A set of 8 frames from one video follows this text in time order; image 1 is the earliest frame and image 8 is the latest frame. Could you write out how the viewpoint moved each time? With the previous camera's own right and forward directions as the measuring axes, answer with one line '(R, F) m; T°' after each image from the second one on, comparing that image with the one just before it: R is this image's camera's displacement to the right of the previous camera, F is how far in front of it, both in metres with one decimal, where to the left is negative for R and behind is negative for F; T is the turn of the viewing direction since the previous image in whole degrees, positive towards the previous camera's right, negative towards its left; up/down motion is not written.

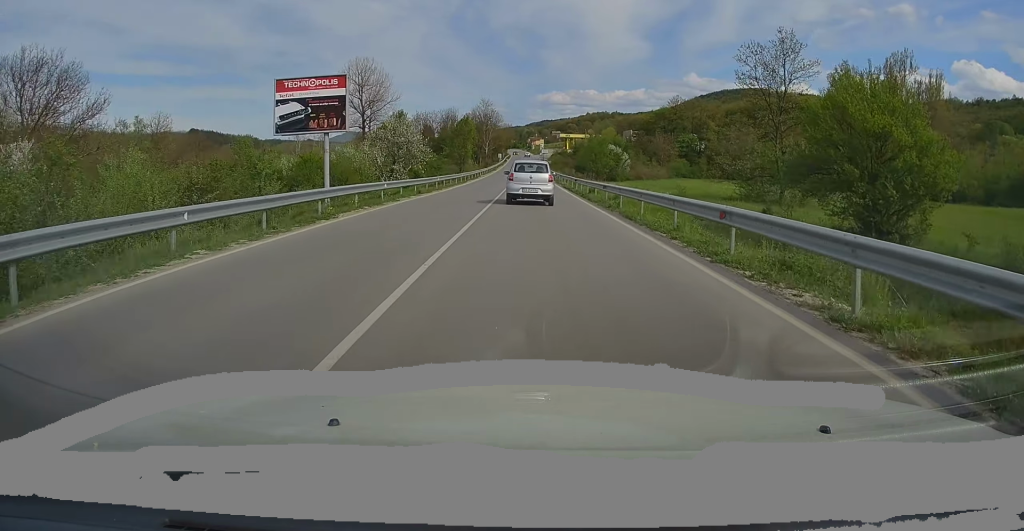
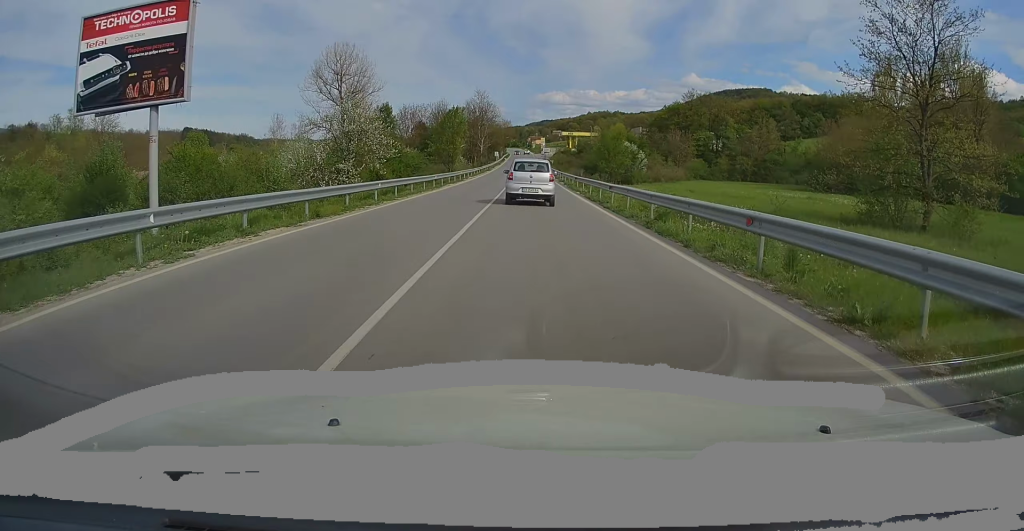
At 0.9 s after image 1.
(-0.2, +16.7) m; 0°
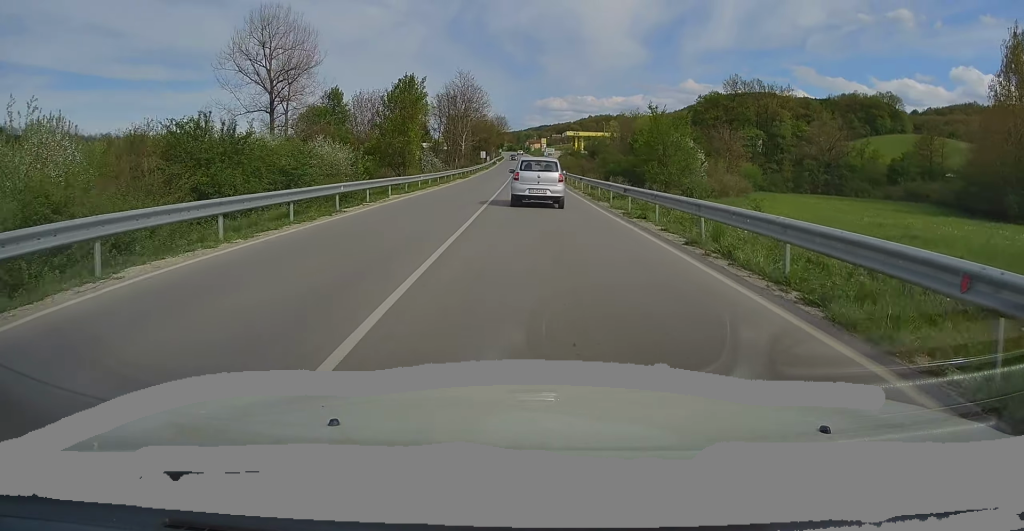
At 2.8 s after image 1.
(+0.2, +35.7) m; 0°
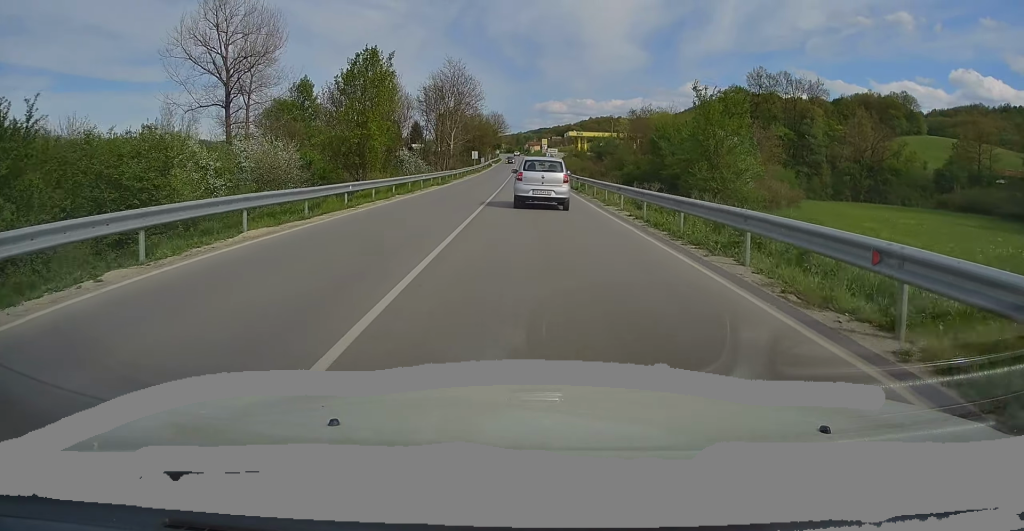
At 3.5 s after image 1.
(-0.1, +13.8) m; 0°
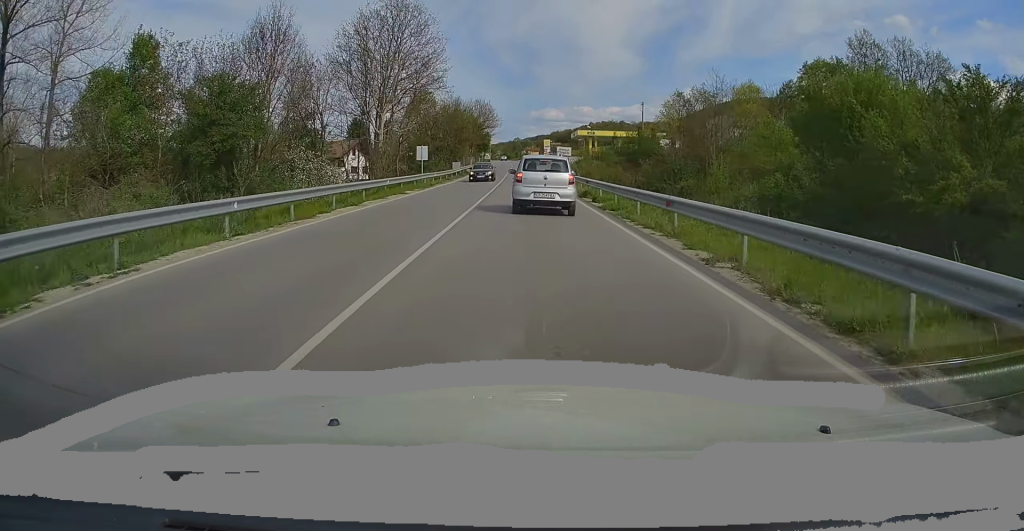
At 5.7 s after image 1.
(+0.3, +34.8) m; +1°
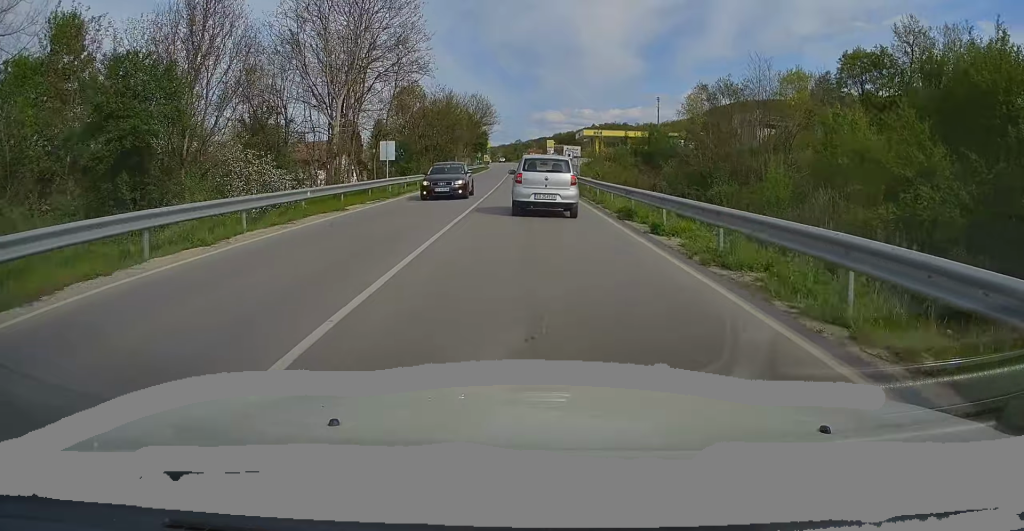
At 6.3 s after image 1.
(0.0, +8.7) m; 0°
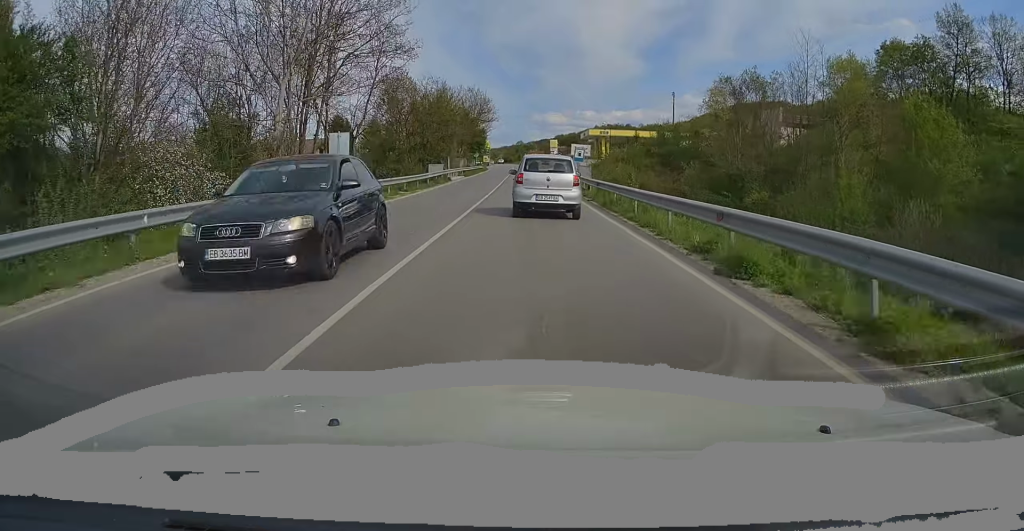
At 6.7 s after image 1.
(0.0, +6.7) m; 0°
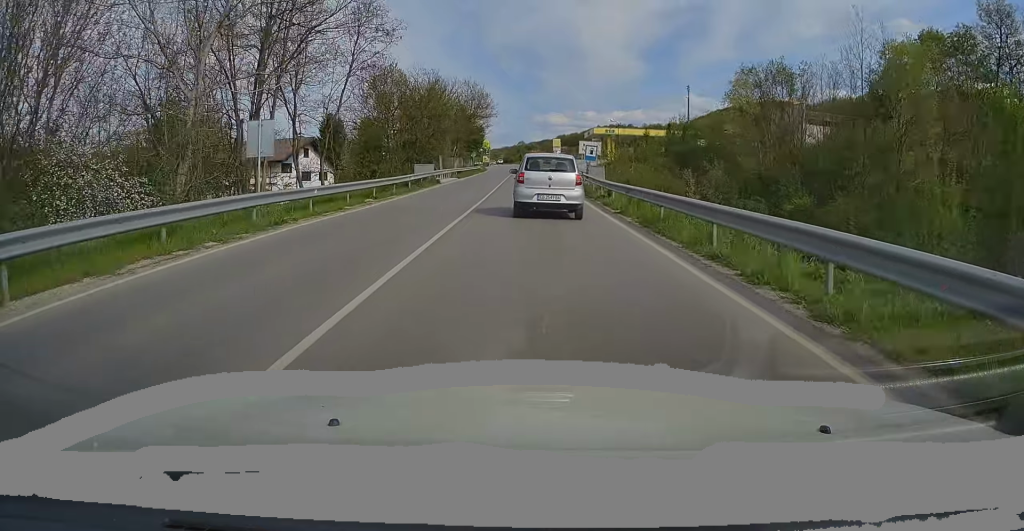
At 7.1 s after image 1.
(0.0, +5.7) m; 0°
